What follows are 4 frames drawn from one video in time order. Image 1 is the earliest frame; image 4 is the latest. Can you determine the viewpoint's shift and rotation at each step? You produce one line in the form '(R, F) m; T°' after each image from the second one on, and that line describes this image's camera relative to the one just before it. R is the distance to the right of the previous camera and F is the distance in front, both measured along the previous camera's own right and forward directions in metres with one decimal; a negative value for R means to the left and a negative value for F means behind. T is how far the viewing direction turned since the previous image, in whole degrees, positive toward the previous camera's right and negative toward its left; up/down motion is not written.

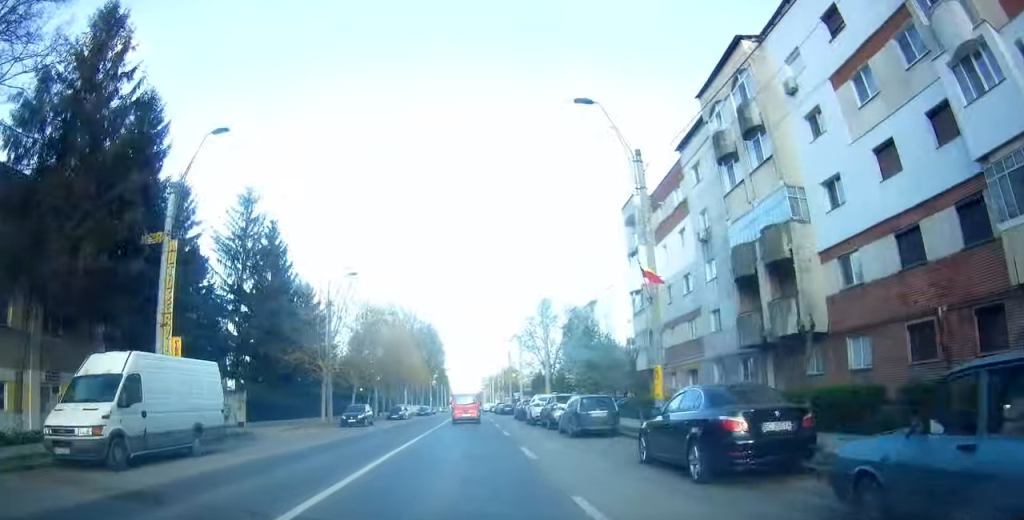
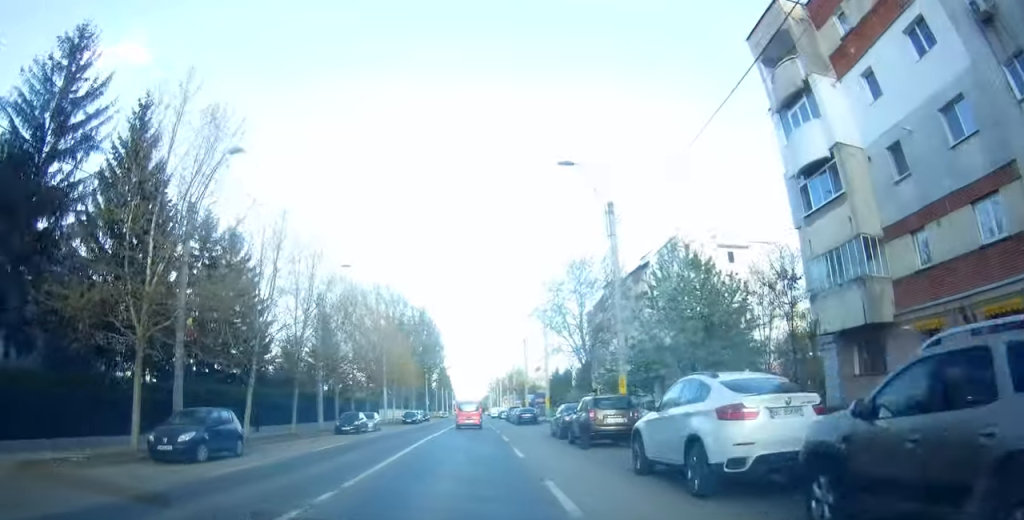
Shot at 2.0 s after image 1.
(-0.5, +24.3) m; -4°
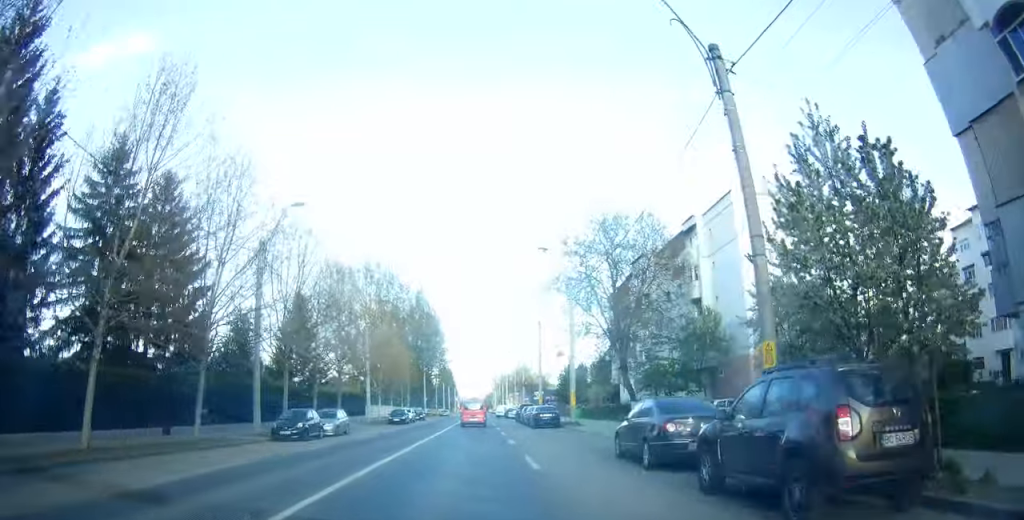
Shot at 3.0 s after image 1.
(-0.4, +12.4) m; -1°
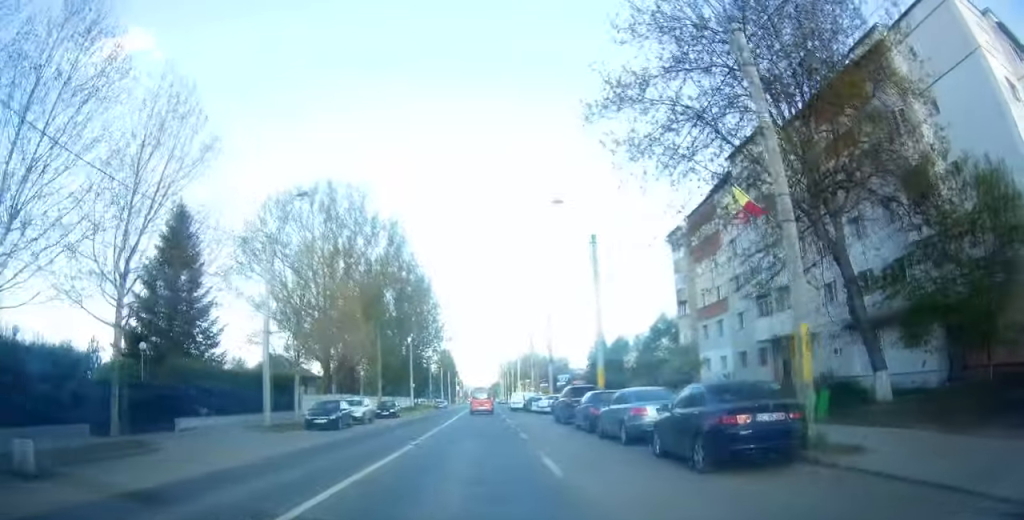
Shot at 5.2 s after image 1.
(+0.3, +27.7) m; -1°
